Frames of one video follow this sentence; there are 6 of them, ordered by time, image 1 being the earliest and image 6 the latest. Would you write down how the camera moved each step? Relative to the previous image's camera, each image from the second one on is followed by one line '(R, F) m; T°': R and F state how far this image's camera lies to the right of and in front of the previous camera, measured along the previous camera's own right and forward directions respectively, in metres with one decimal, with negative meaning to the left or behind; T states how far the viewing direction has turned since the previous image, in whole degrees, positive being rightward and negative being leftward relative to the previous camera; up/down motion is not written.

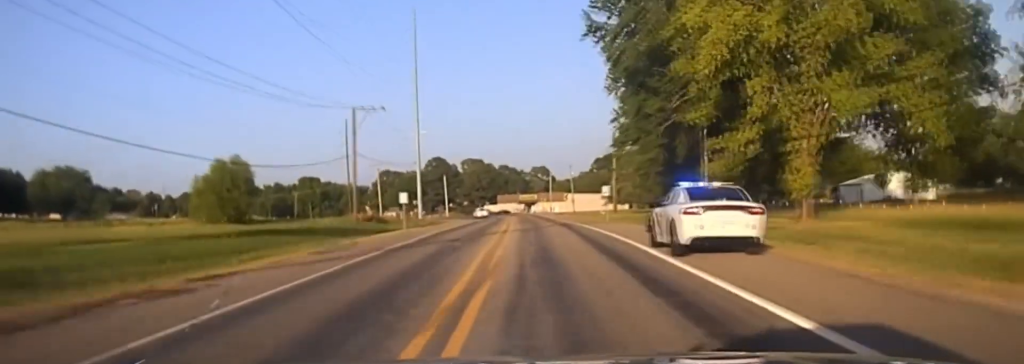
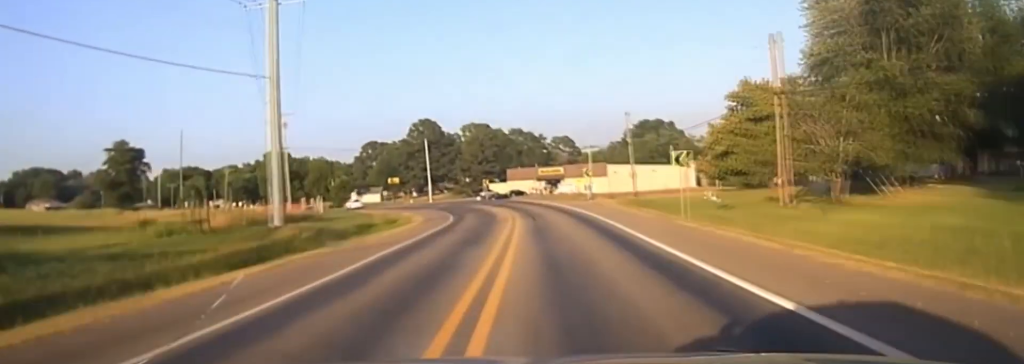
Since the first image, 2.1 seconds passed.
(-1.2, +80.4) m; -2°
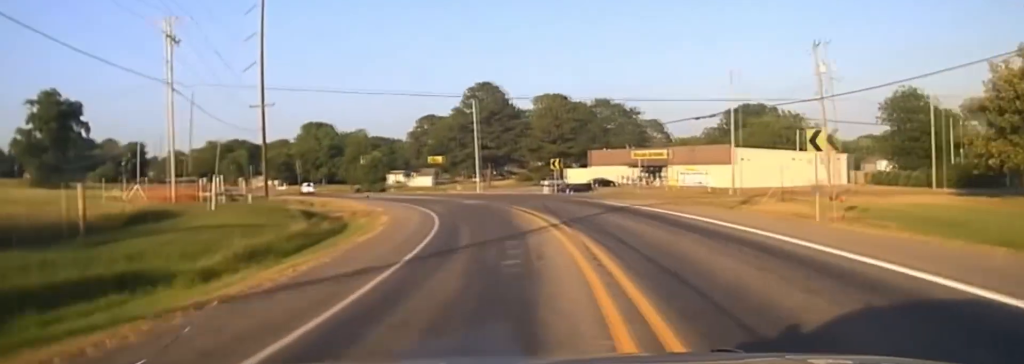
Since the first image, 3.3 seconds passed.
(-1.3, +49.5) m; -5°
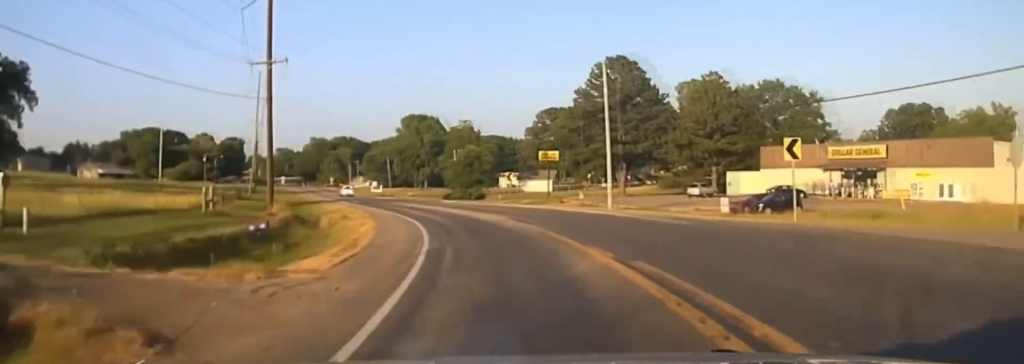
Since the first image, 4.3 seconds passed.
(-2.6, +41.7) m; -8°
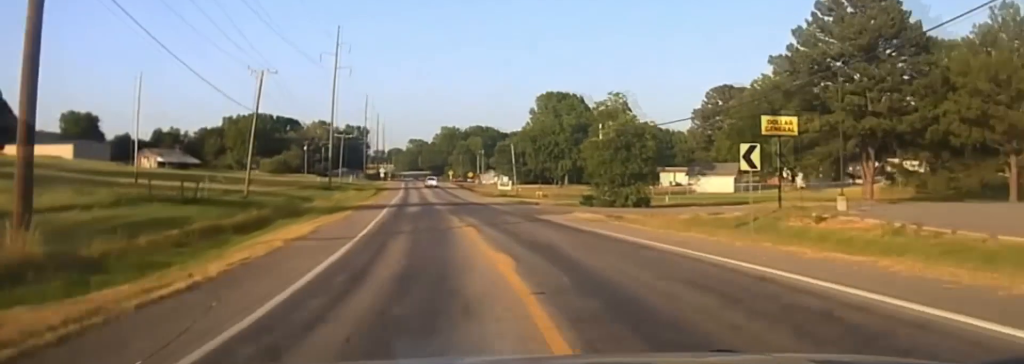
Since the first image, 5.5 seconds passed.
(-4.0, +49.0) m; -9°
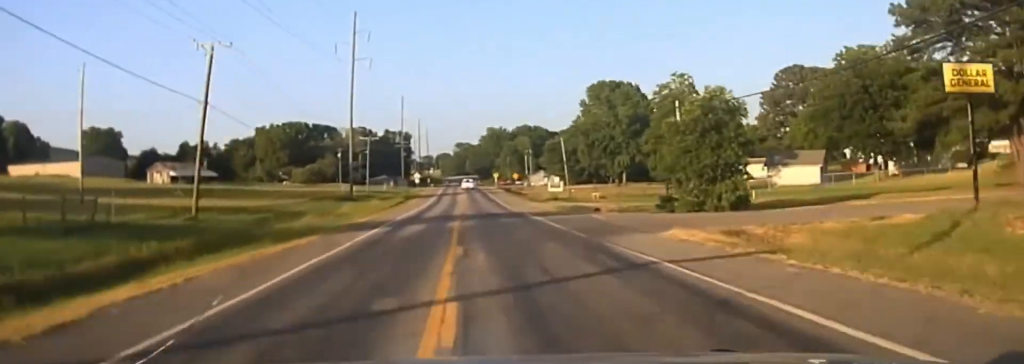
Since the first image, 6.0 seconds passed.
(0.0, +18.0) m; -3°
